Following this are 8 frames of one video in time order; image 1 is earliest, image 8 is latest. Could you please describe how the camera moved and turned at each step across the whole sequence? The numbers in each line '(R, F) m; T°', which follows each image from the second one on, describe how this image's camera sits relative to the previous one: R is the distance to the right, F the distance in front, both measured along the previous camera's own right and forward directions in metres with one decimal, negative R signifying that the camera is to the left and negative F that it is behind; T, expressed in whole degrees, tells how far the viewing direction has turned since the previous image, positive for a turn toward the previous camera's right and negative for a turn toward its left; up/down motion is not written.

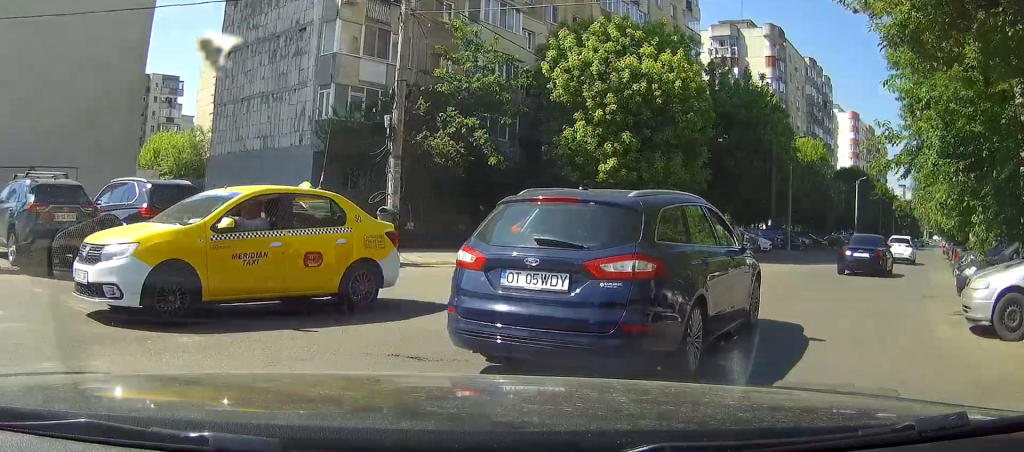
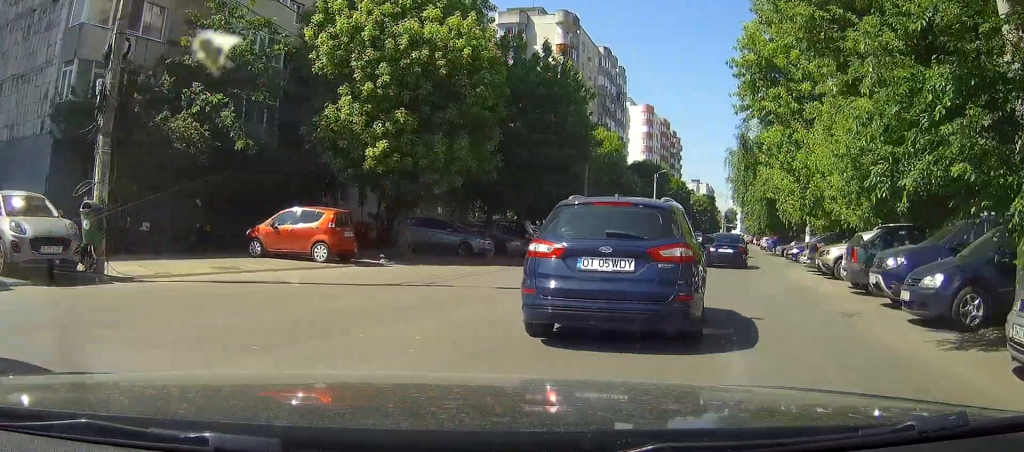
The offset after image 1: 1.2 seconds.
(+0.9, +6.0) m; +11°
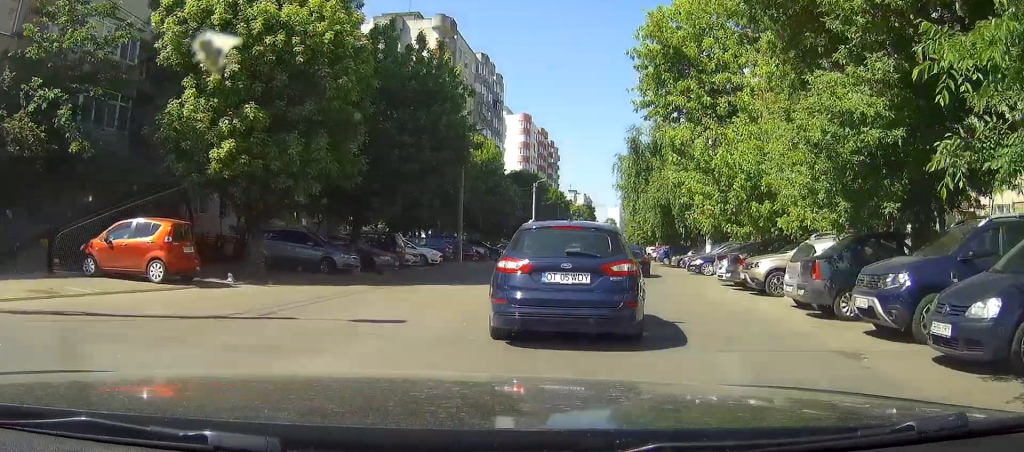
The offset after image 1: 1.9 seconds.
(+0.4, +4.2) m; -1°
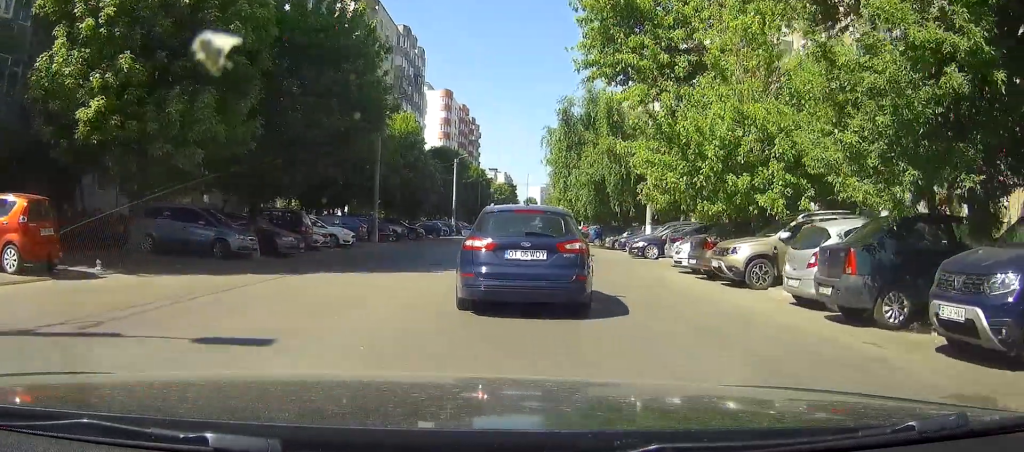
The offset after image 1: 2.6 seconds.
(-0.5, +4.4) m; -1°
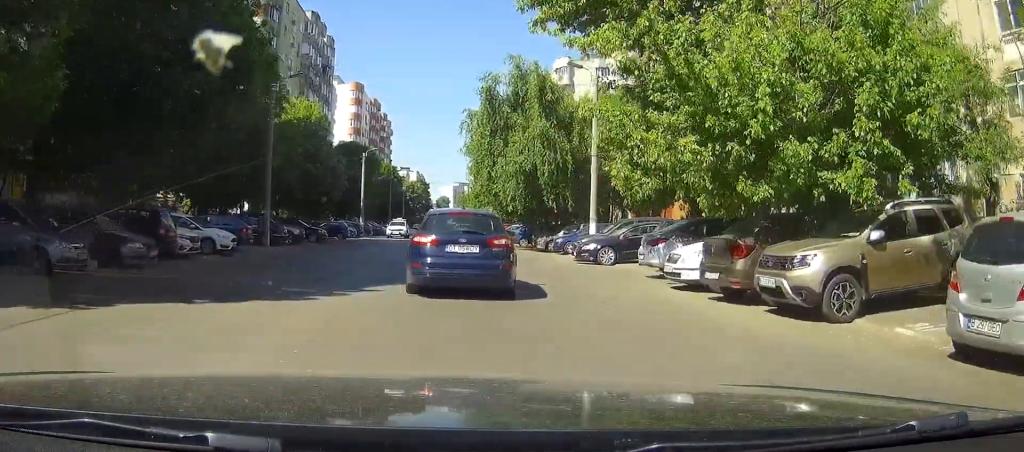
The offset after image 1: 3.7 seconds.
(+0.3, +8.1) m; +5°
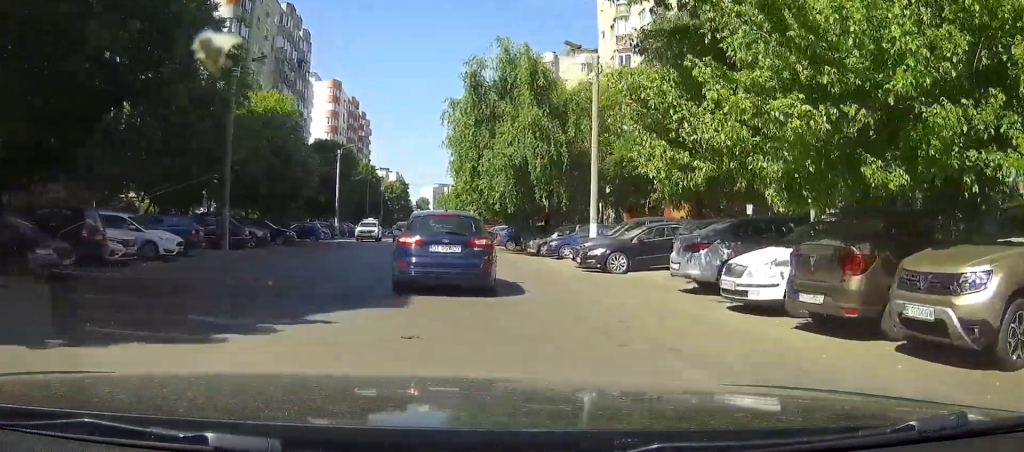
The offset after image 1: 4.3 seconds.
(+0.1, +4.9) m; +1°
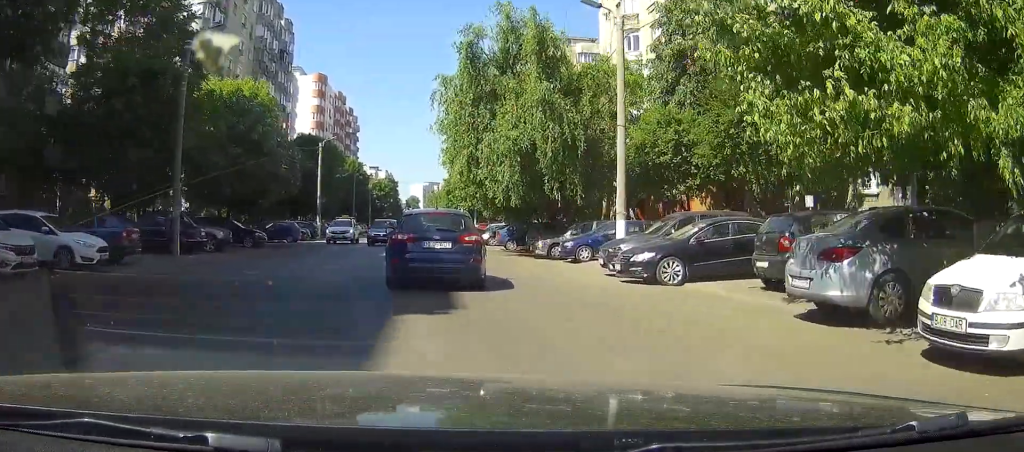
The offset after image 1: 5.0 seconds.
(+0.1, +6.1) m; +1°
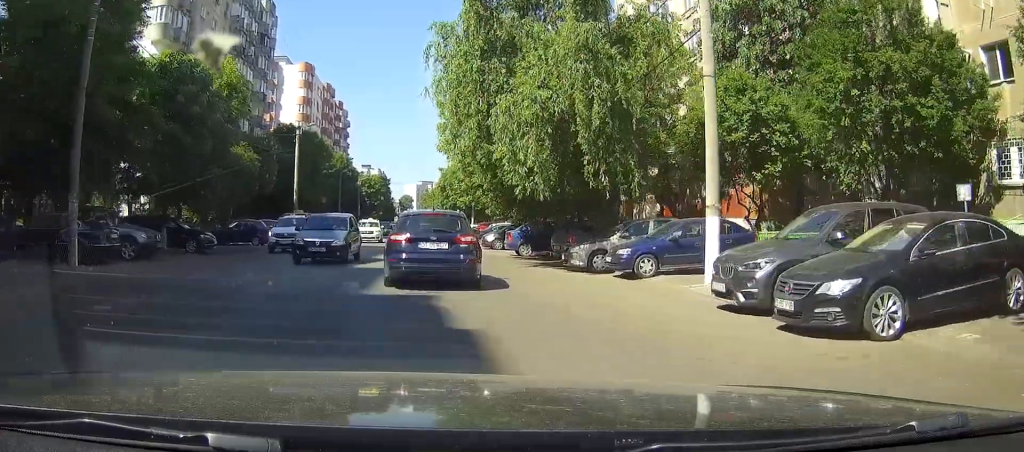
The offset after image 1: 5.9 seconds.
(0.0, +8.9) m; +3°
